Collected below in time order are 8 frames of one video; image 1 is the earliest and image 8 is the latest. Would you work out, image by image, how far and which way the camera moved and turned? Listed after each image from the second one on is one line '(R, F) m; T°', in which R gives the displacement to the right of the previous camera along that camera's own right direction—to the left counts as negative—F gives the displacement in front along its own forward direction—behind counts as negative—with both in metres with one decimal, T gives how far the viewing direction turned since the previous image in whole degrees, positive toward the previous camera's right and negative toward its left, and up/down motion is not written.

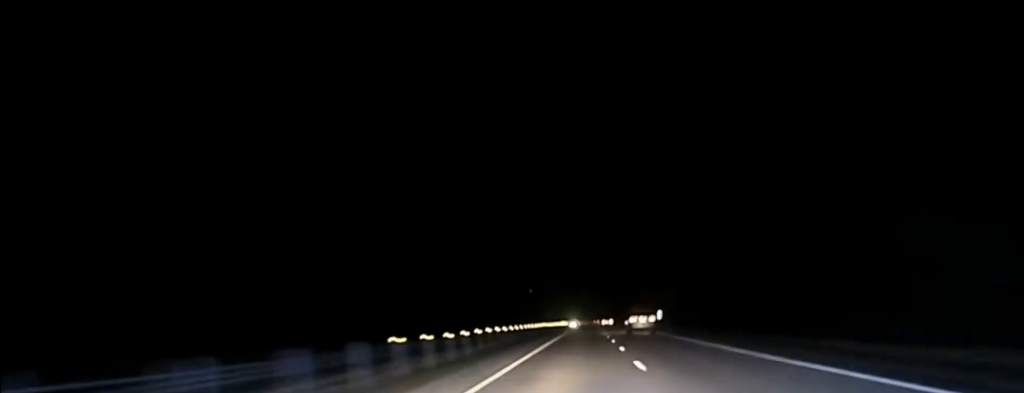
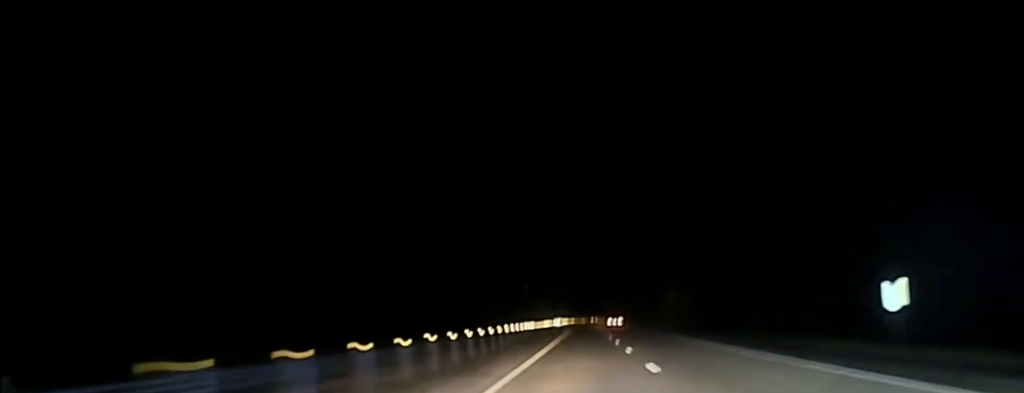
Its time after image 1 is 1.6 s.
(+0.1, +113.7) m; 0°
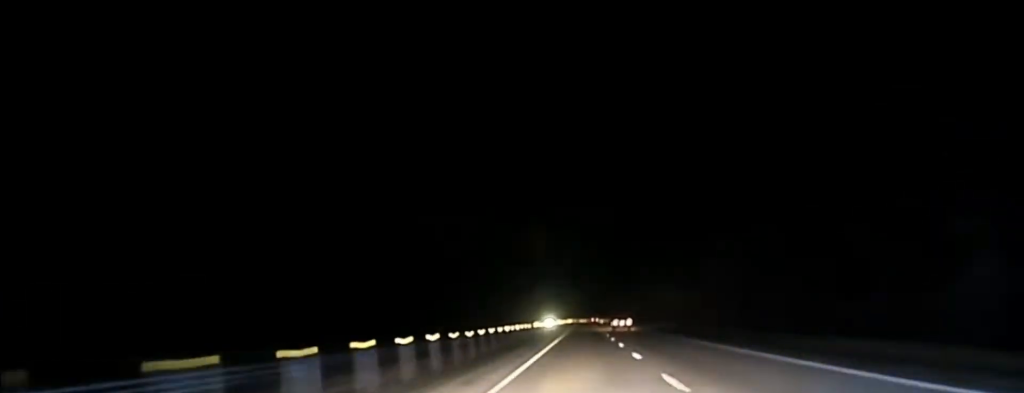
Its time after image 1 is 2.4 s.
(+0.1, +57.4) m; 0°
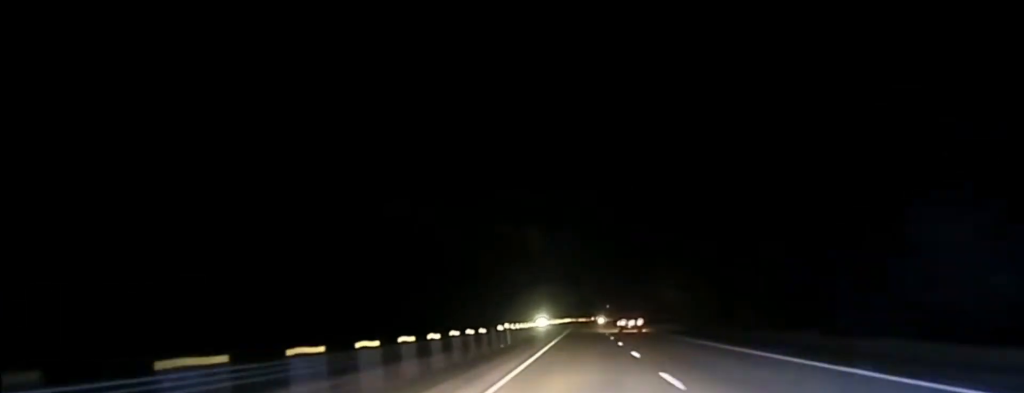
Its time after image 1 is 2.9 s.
(0.0, +38.2) m; 0°
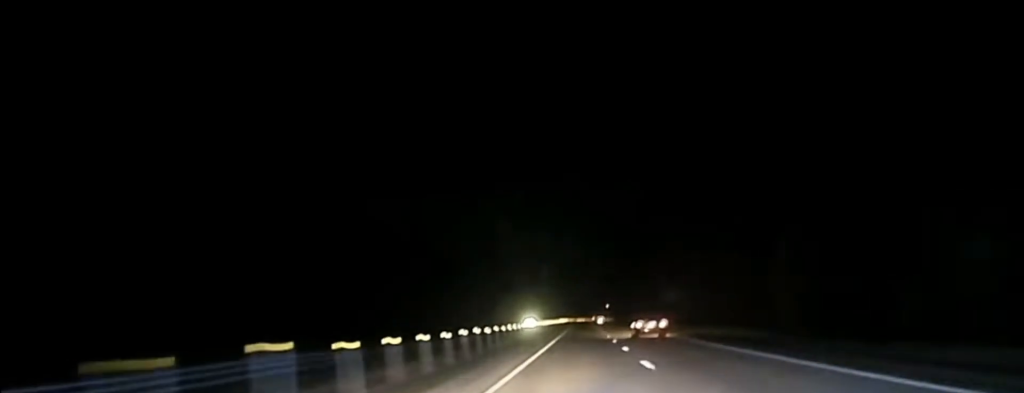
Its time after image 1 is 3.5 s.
(0.0, +44.7) m; 0°
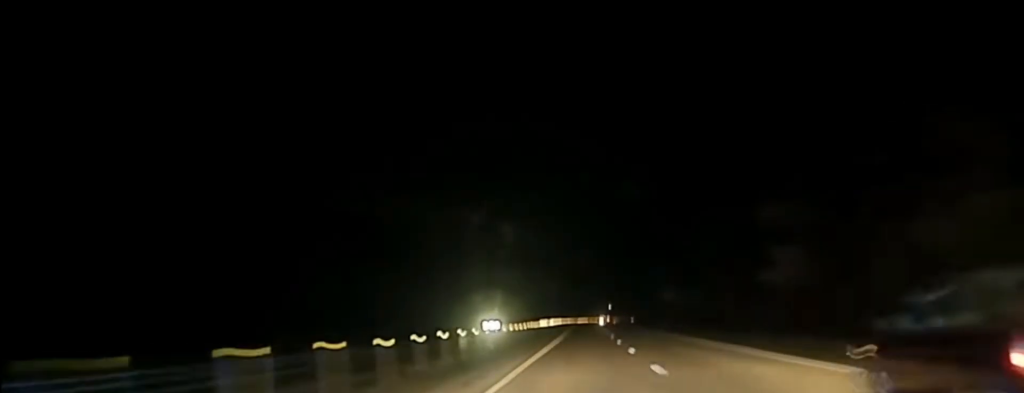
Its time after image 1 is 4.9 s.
(-0.2, +82.1) m; 0°
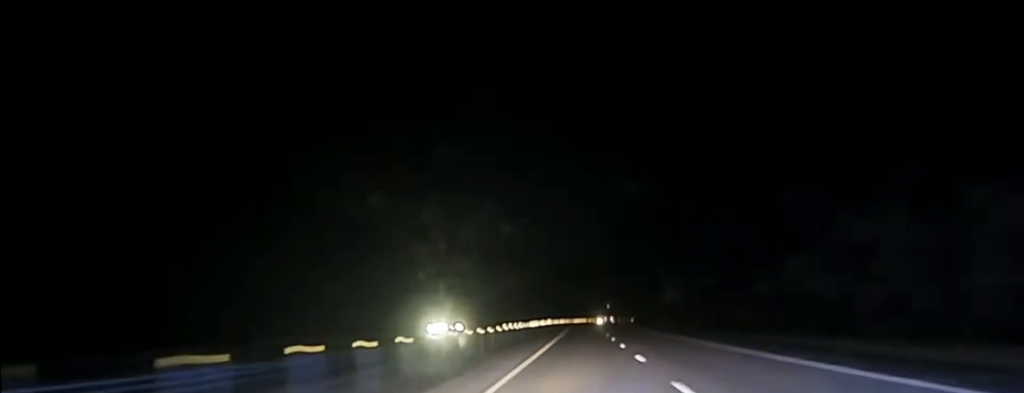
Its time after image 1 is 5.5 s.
(-0.1, +38.5) m; 0°
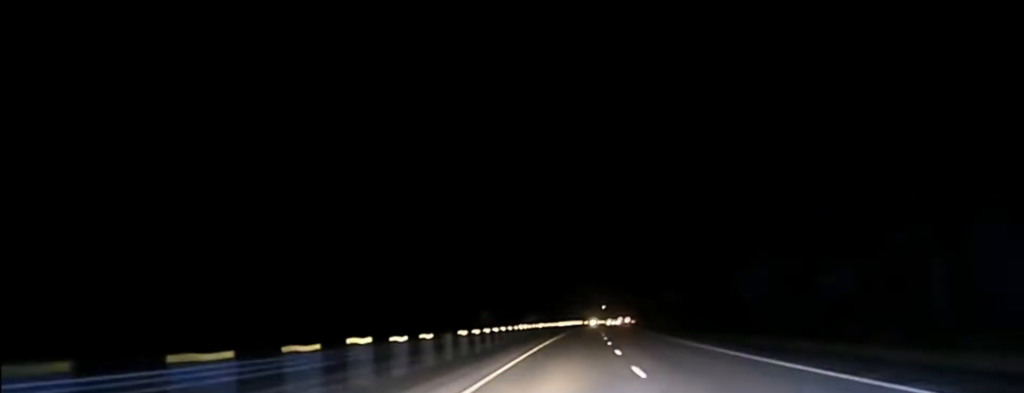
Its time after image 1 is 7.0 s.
(+0.6, +99.8) m; +1°
